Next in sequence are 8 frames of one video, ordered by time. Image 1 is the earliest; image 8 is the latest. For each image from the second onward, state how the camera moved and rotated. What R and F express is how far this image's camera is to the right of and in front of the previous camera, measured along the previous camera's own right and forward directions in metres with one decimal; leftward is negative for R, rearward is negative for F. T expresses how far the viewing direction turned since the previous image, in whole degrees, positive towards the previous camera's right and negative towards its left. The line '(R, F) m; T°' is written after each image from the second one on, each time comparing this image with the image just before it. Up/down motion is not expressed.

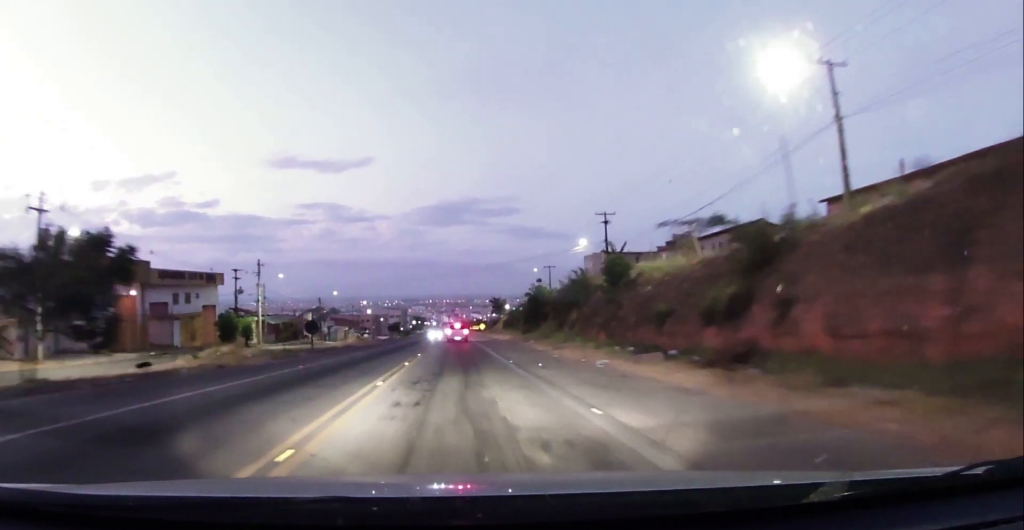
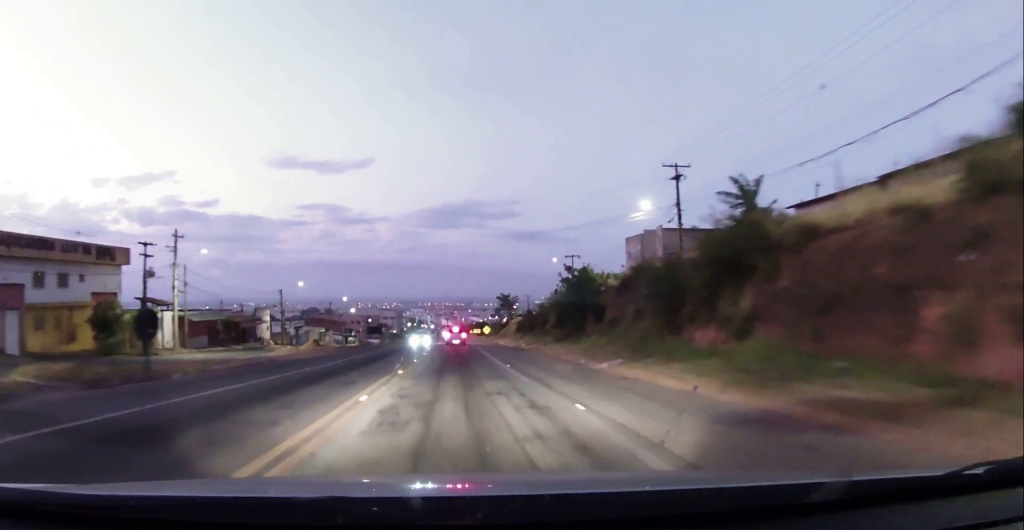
(-0.1, +25.9) m; 0°
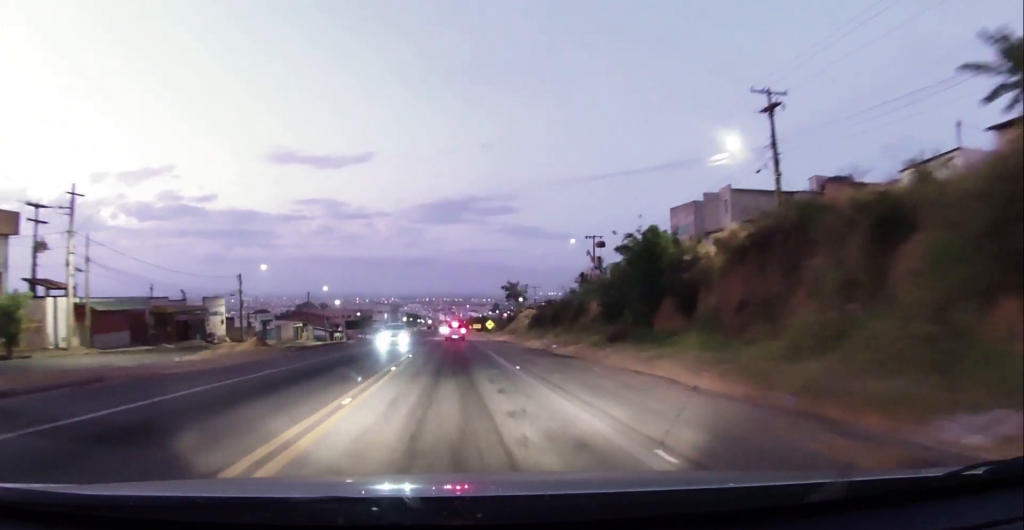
(+0.1, +17.2) m; 0°
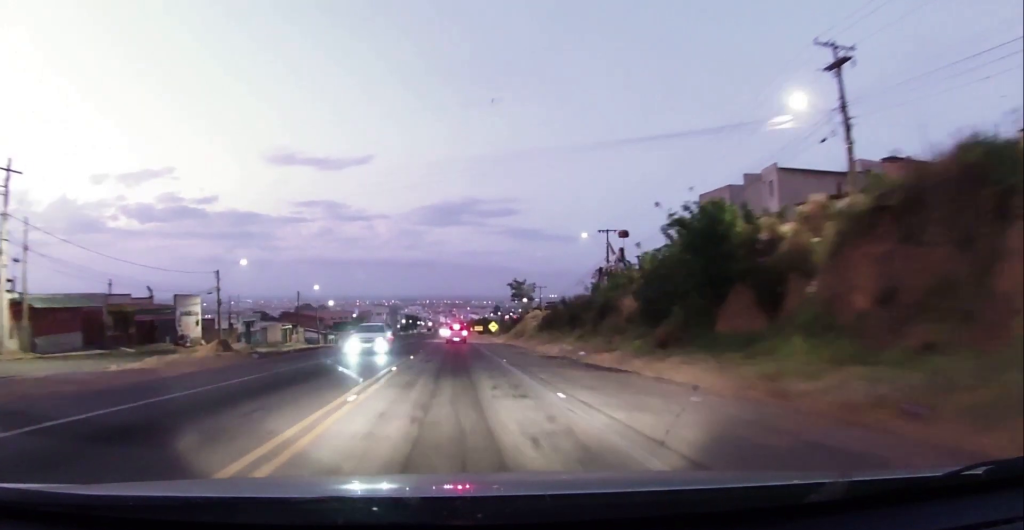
(-0.1, +7.6) m; -1°
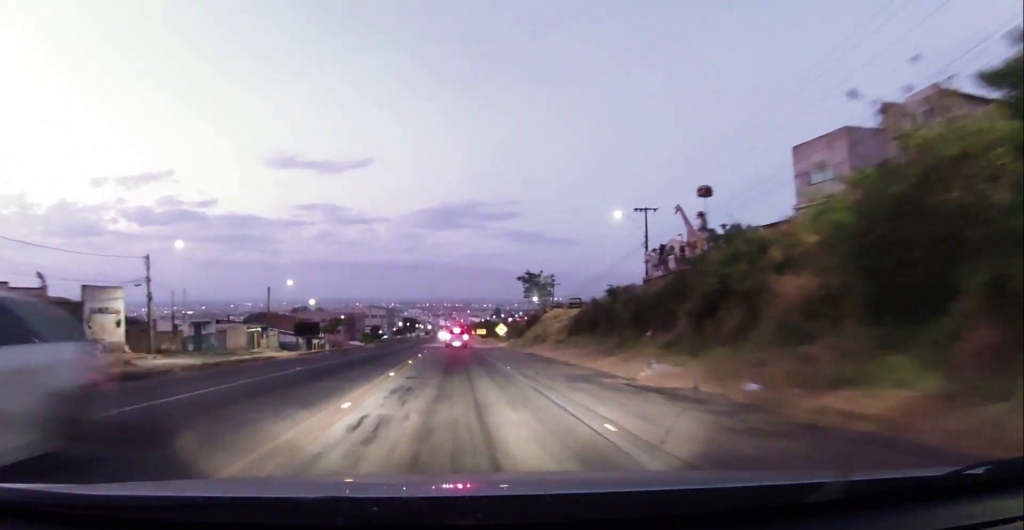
(-0.1, +16.8) m; +1°
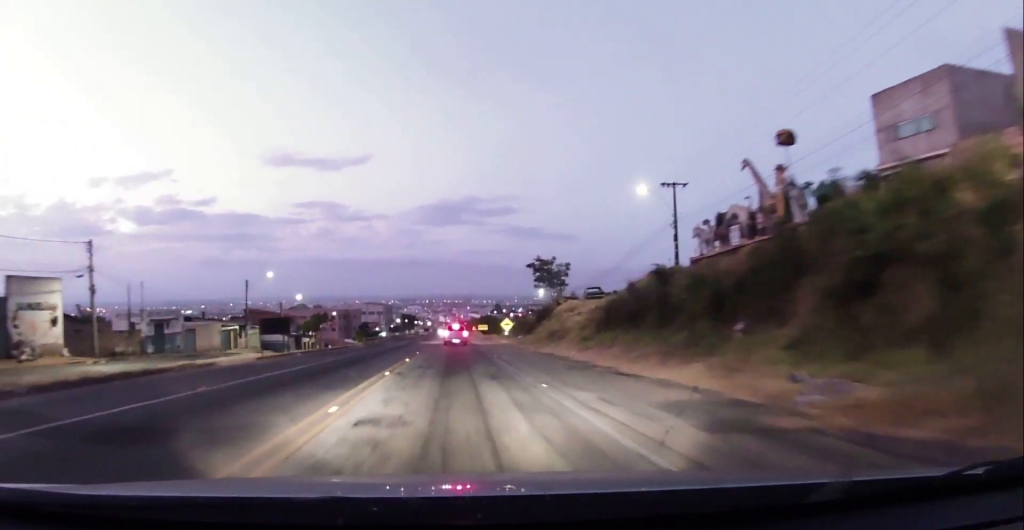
(+0.1, +9.2) m; 0°
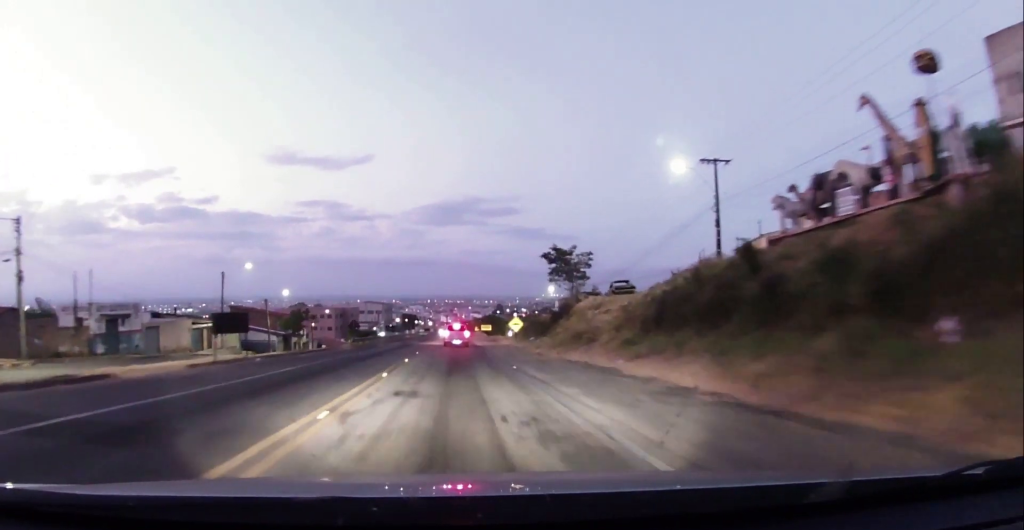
(+0.2, +9.2) m; 0°
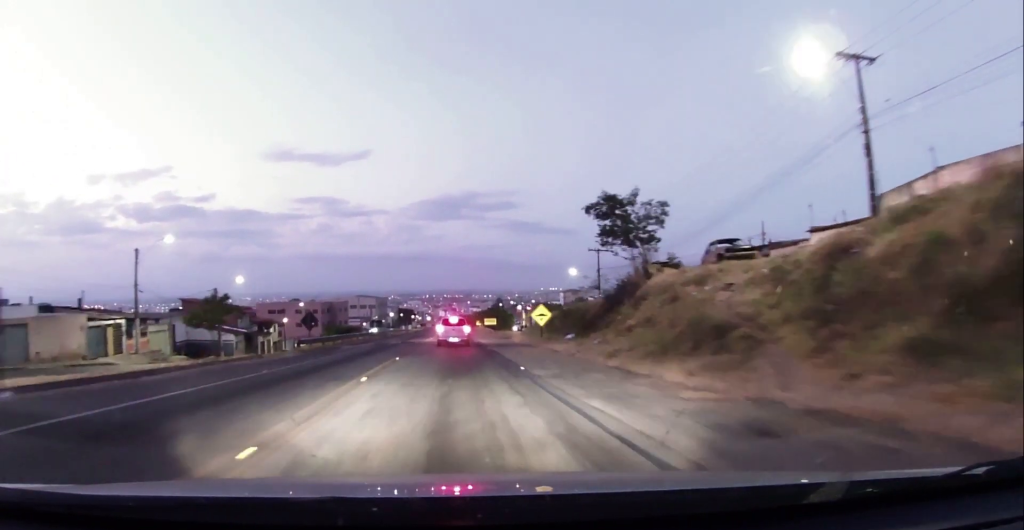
(-0.4, +20.2) m; 0°
